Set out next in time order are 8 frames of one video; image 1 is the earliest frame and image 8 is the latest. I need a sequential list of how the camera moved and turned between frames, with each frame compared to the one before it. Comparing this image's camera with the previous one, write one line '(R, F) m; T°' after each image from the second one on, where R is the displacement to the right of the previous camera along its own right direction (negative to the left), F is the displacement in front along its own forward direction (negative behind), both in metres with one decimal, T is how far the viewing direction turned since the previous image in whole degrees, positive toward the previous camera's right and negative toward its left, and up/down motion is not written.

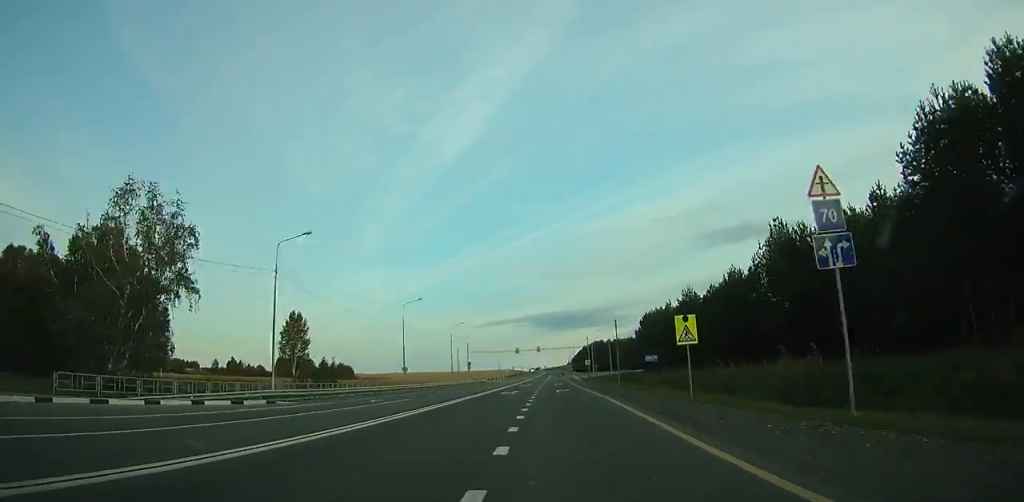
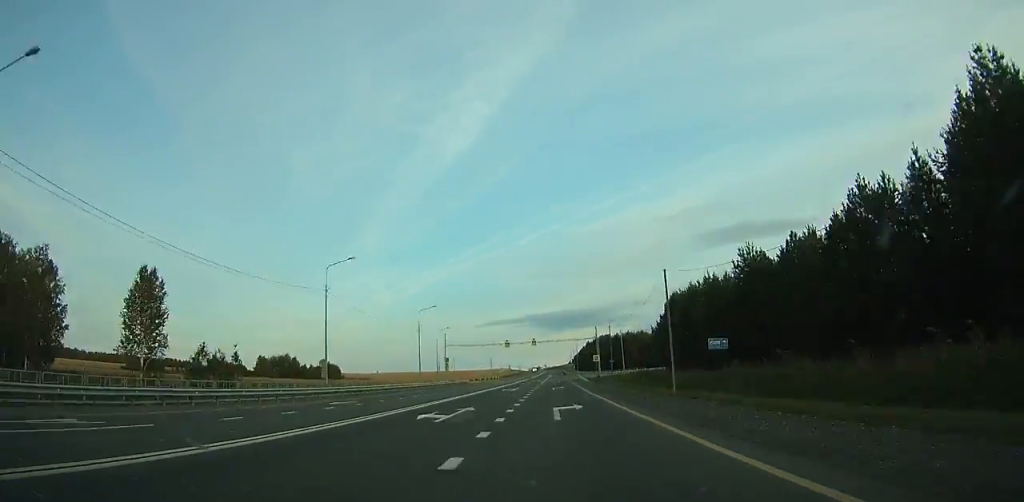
(+0.2, +25.4) m; 0°
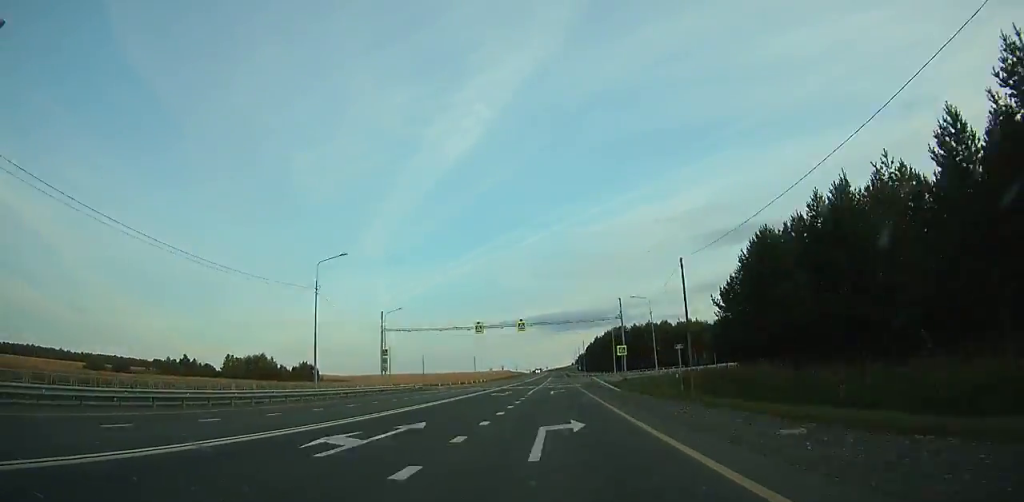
(+0.2, +36.6) m; 0°
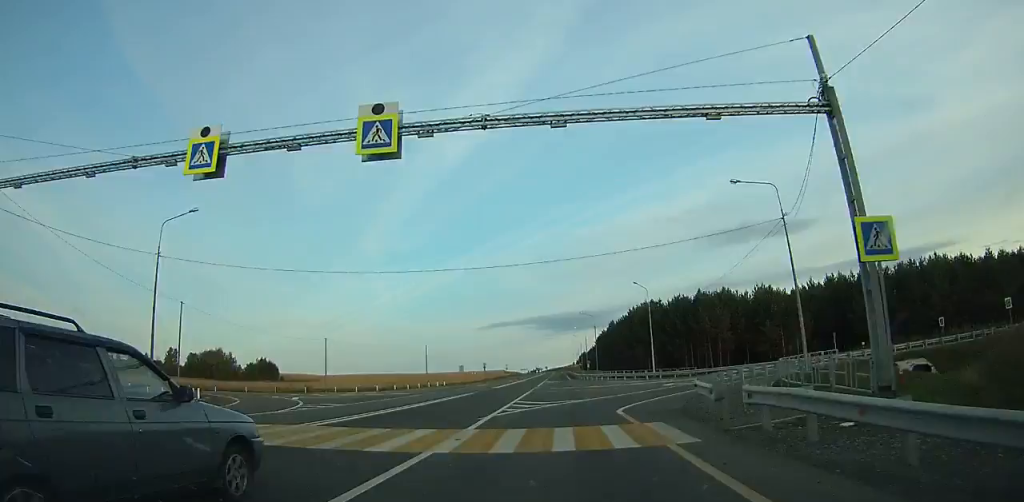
(-0.1, +48.6) m; 0°
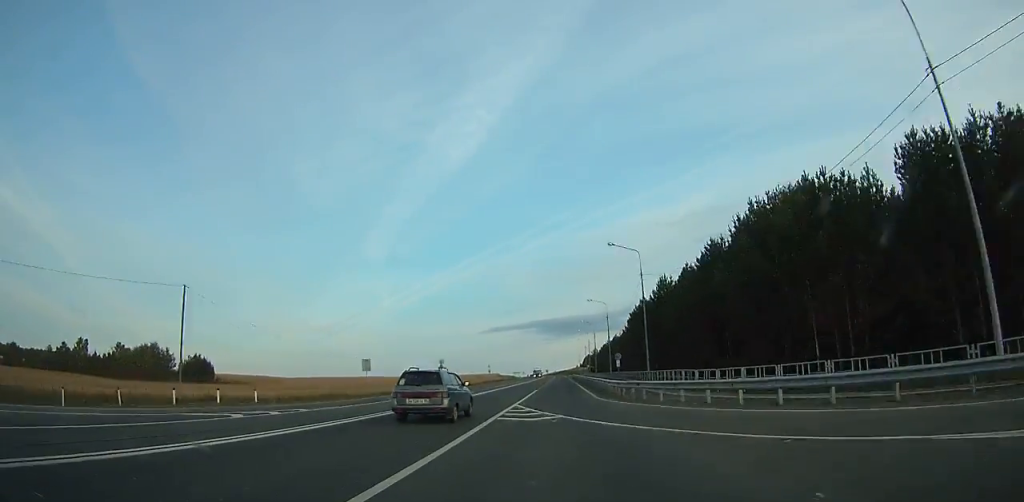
(-0.1, +57.5) m; 0°
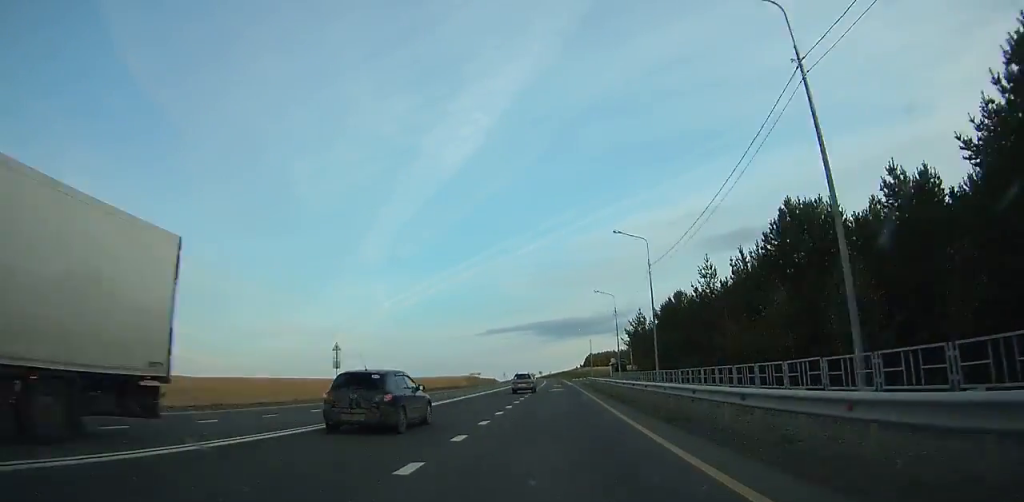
(+0.2, +102.3) m; 0°
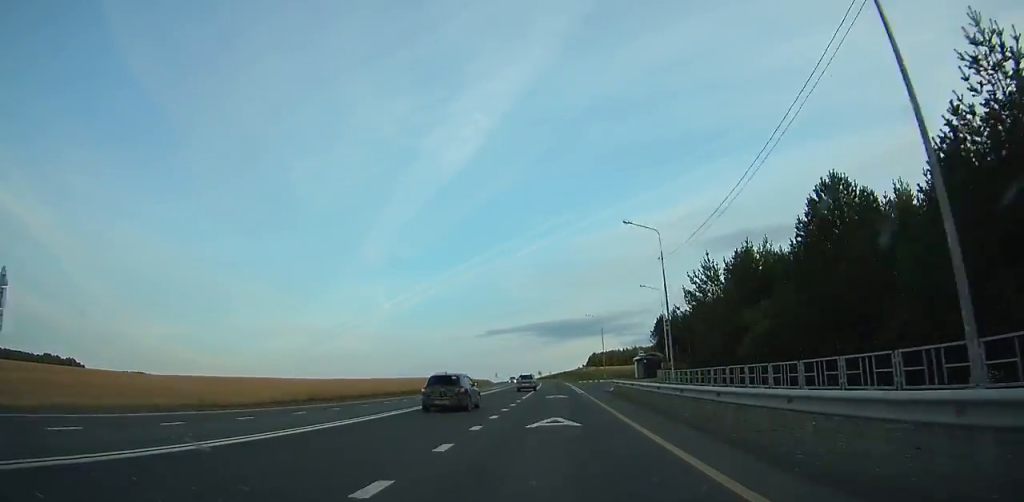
(+0.1, +33.1) m; 0°
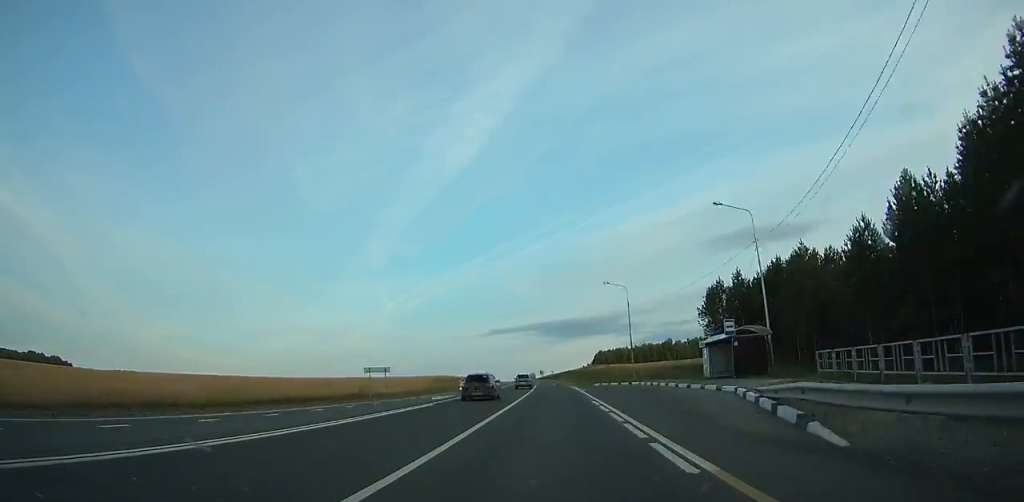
(-0.1, +34.1) m; -1°
